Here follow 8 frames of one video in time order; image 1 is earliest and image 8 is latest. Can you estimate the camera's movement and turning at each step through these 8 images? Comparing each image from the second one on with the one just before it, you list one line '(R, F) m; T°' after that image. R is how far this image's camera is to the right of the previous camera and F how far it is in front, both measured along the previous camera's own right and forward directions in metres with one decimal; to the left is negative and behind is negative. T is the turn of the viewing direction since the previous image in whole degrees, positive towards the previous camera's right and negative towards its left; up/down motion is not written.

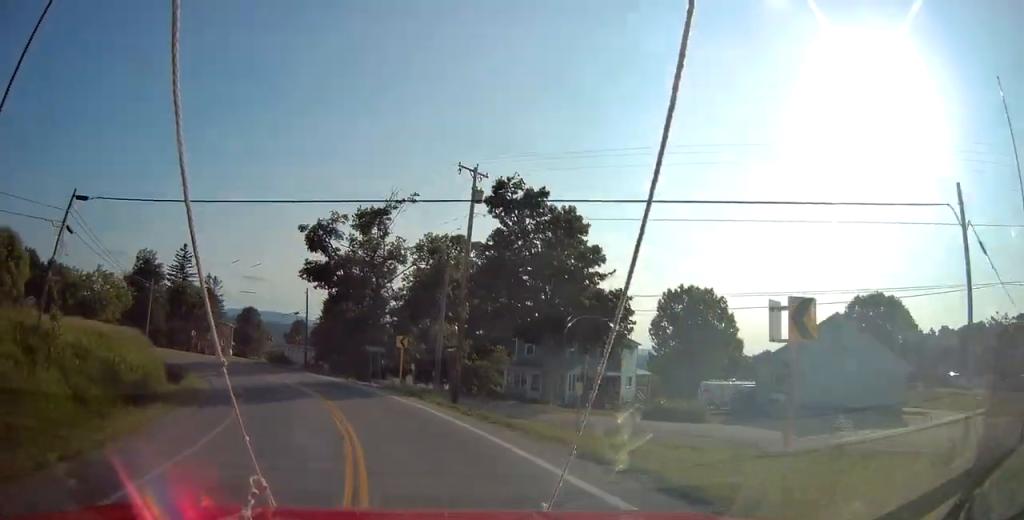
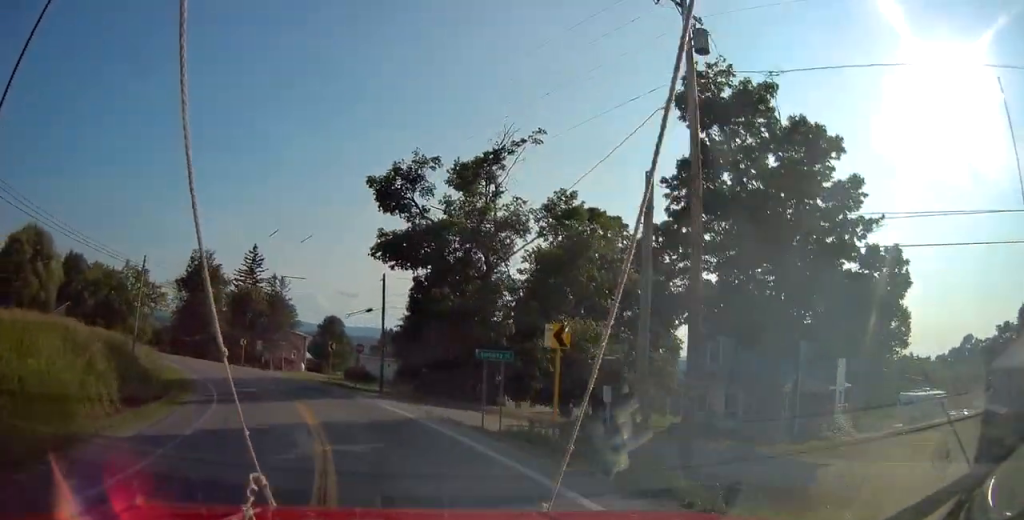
(-2.3, +17.4) m; -11°
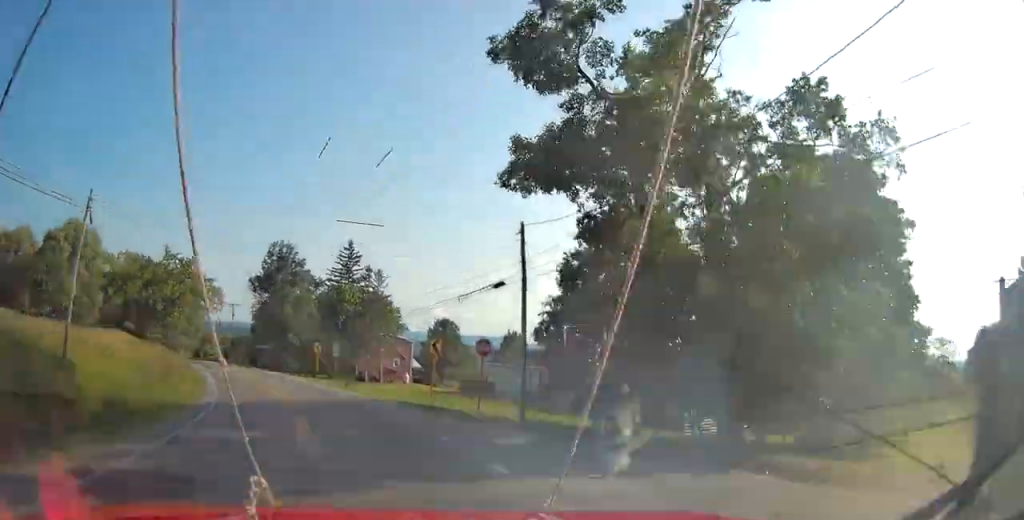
(-1.3, +16.4) m; -10°
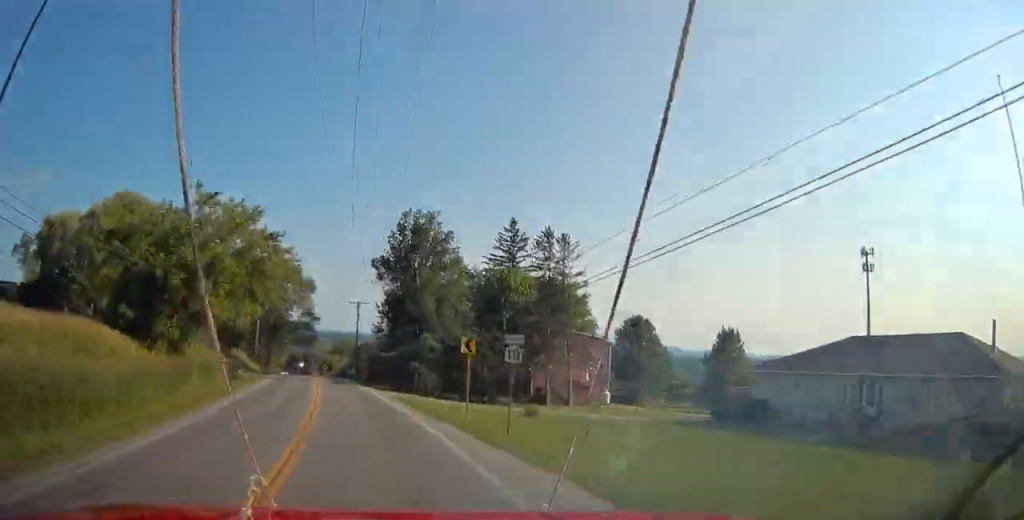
(-2.9, +24.6) m; -14°
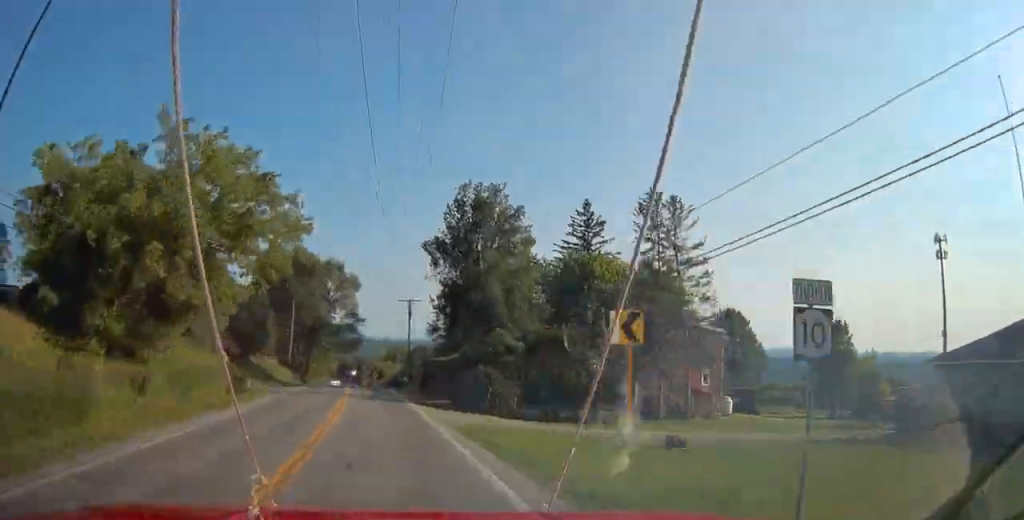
(-1.5, +12.1) m; -4°
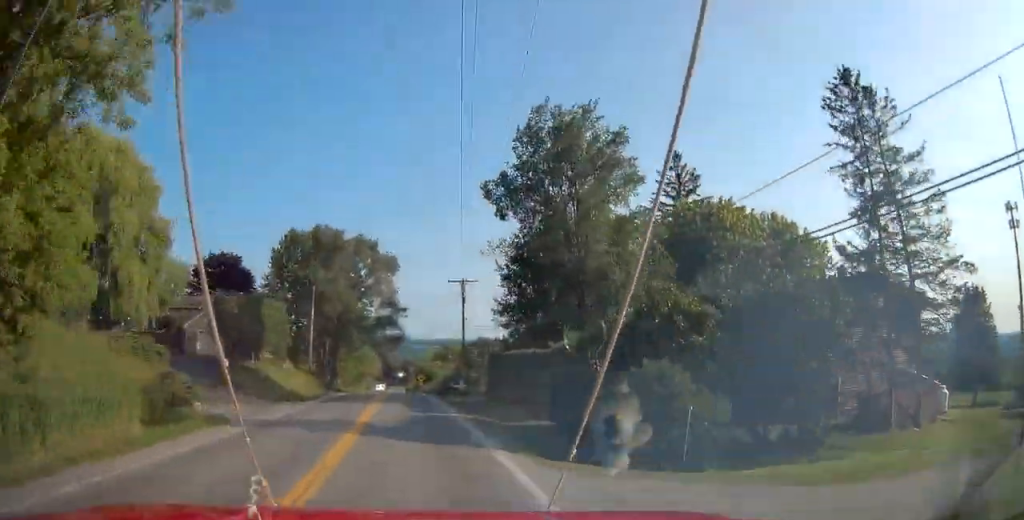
(-0.7, +16.2) m; -6°
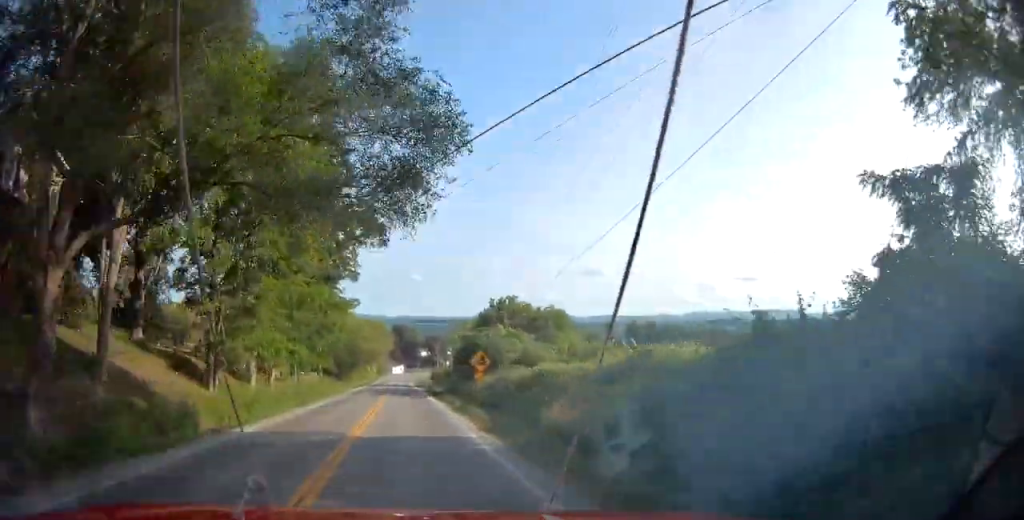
(-3.5, +56.1) m; -5°
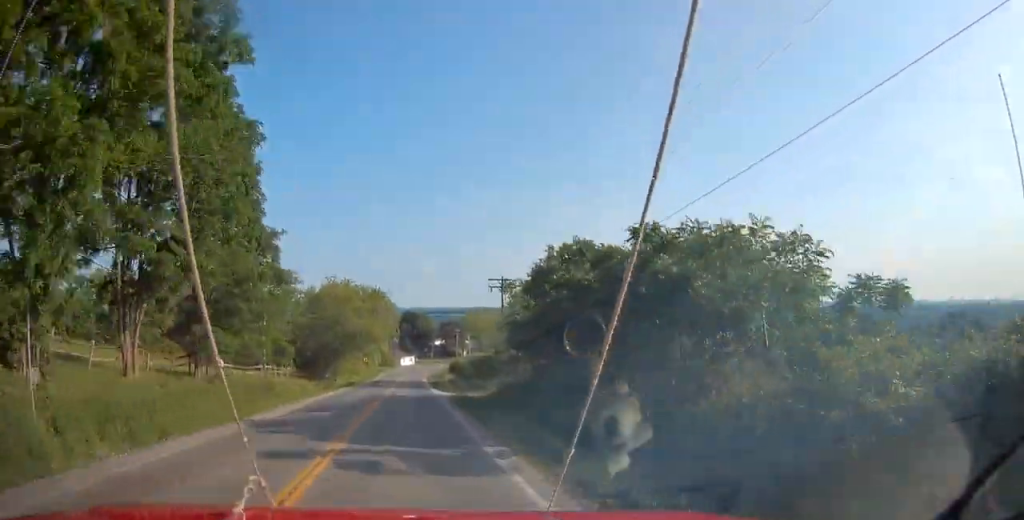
(-0.3, +33.7) m; -1°
